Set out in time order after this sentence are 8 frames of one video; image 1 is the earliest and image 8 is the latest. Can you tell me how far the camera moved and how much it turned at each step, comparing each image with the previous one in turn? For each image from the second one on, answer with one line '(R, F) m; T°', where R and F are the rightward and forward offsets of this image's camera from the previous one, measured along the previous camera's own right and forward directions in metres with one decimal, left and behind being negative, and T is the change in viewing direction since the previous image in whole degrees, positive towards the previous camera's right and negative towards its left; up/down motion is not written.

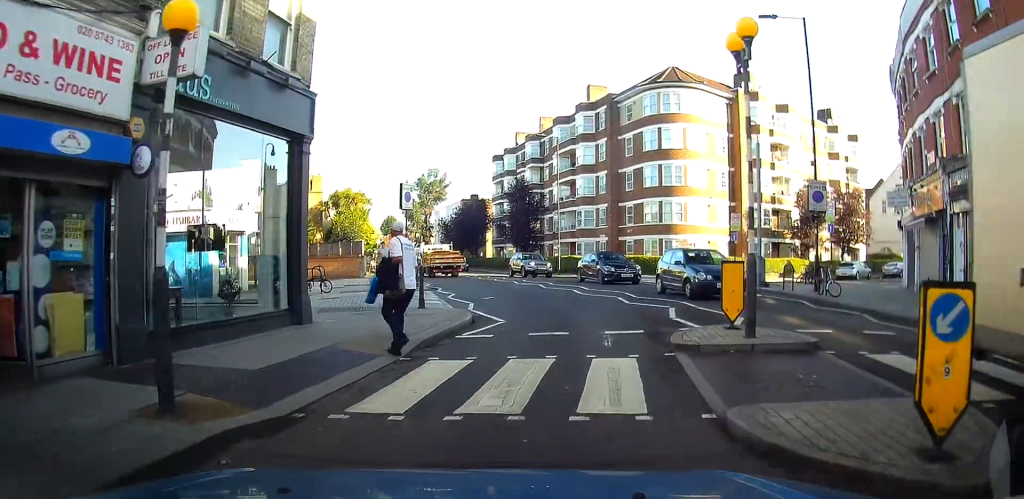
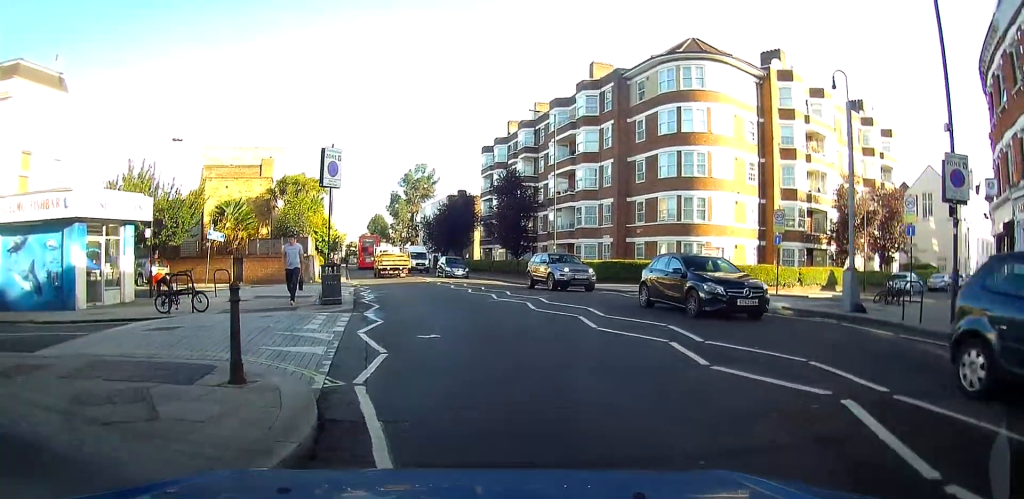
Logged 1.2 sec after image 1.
(+0.1, +8.2) m; -1°
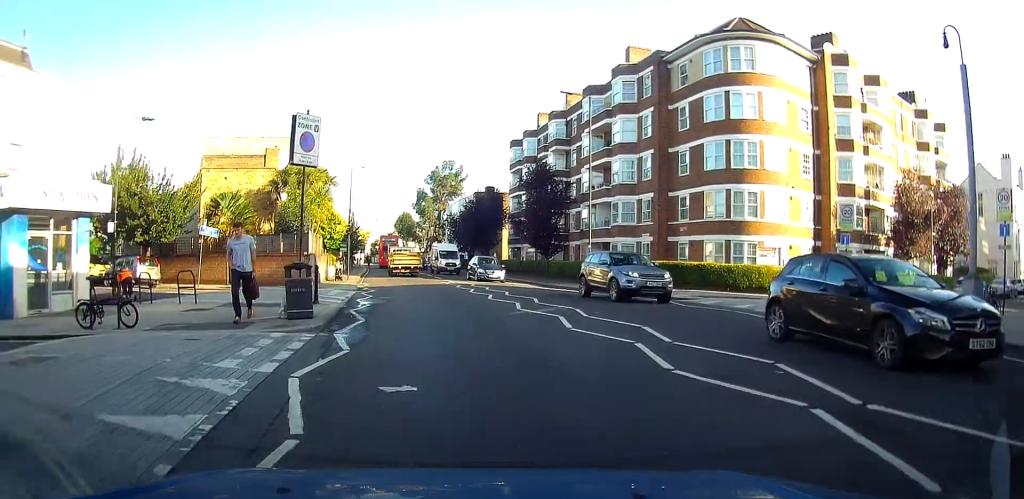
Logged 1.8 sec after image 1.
(-0.1, +4.1) m; -3°
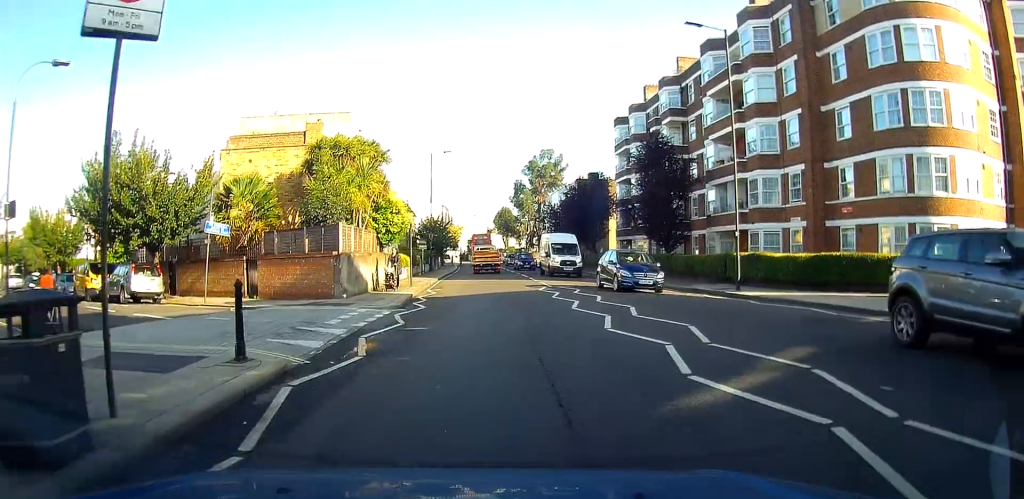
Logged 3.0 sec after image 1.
(-0.4, +9.1) m; -9°
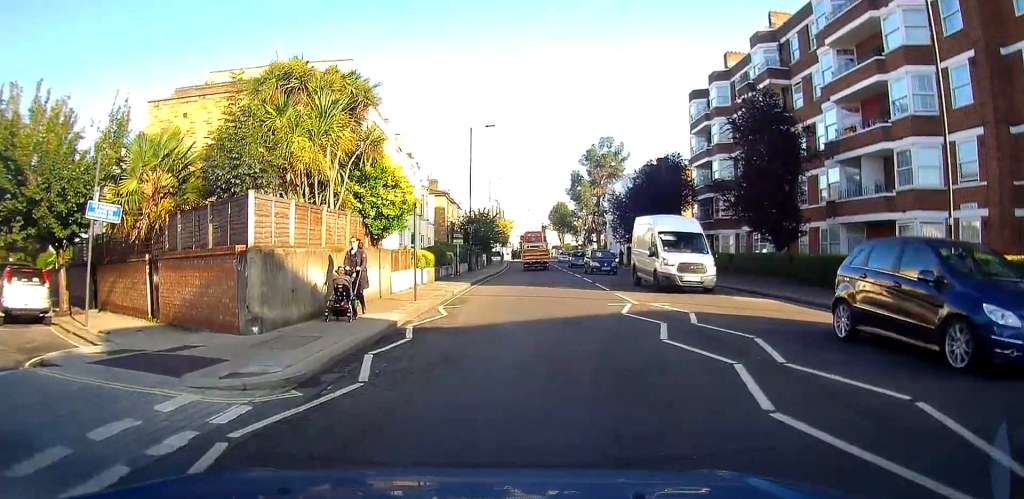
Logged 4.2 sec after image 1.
(-1.0, +10.2) m; -7°
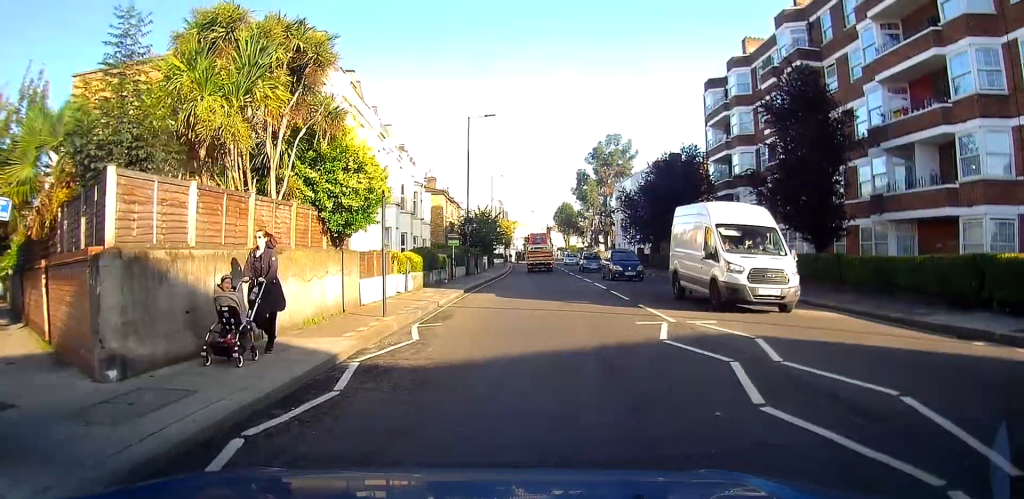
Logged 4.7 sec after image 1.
(0.0, +4.2) m; -1°
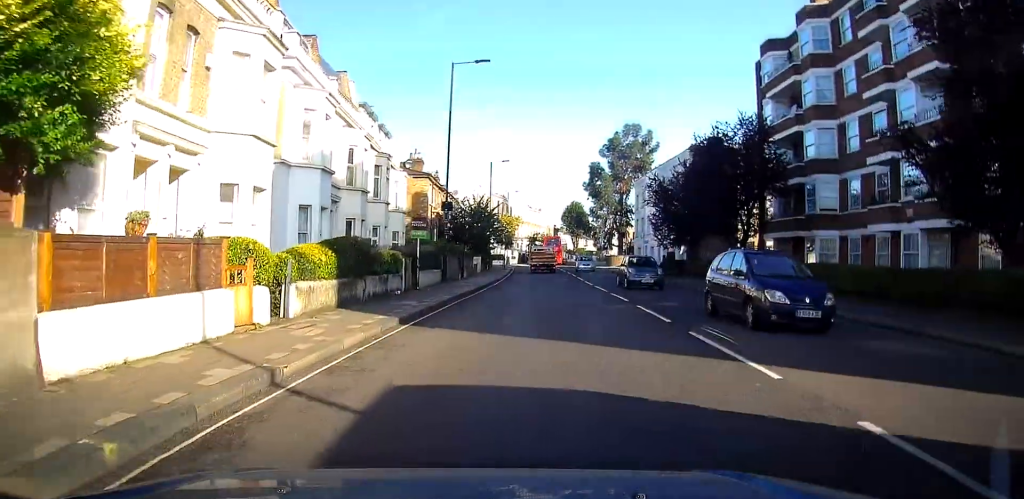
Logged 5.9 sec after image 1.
(-0.2, +11.9) m; -1°
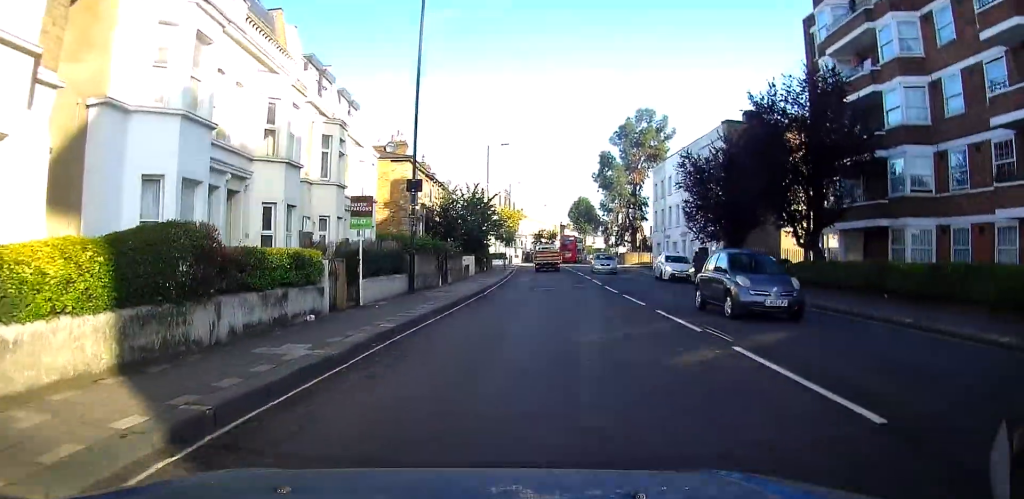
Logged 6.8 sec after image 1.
(-0.1, +8.3) m; 0°
